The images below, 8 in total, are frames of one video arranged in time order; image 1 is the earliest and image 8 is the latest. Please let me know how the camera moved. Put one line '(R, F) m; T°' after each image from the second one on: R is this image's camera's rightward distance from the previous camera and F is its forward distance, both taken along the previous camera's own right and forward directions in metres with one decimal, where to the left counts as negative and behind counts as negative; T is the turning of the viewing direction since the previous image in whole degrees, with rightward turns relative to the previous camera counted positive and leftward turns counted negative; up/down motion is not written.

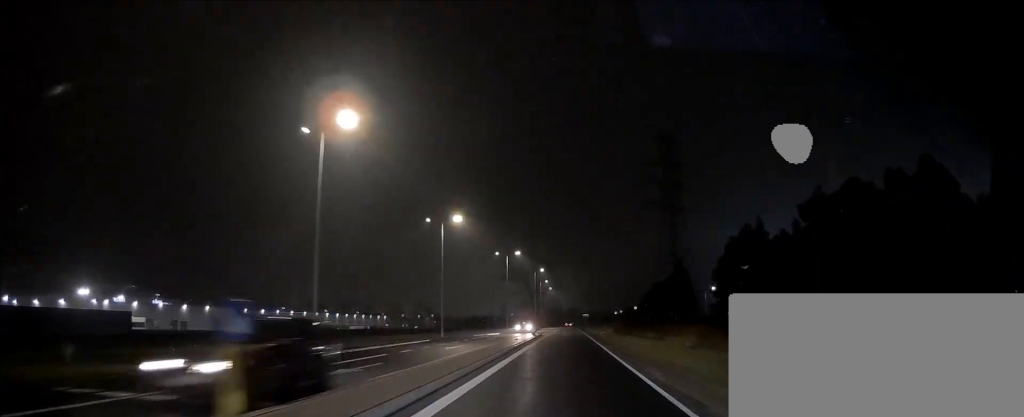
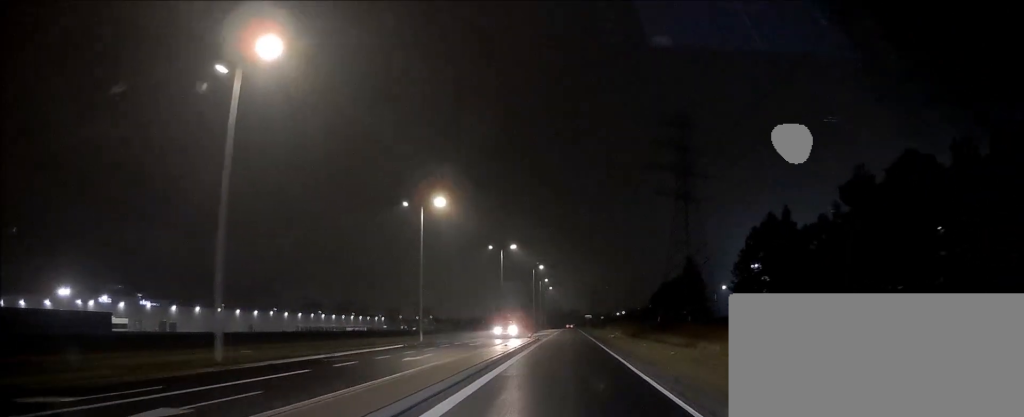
(0.0, +8.2) m; 0°
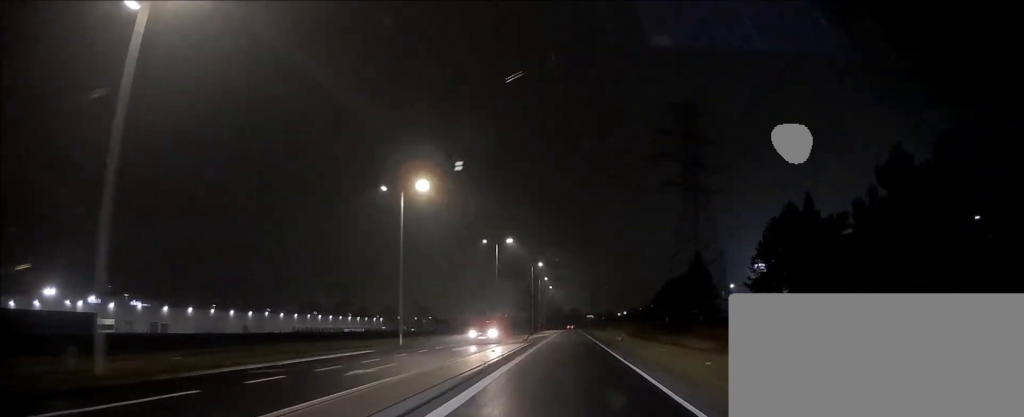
(0.0, +5.8) m; 0°
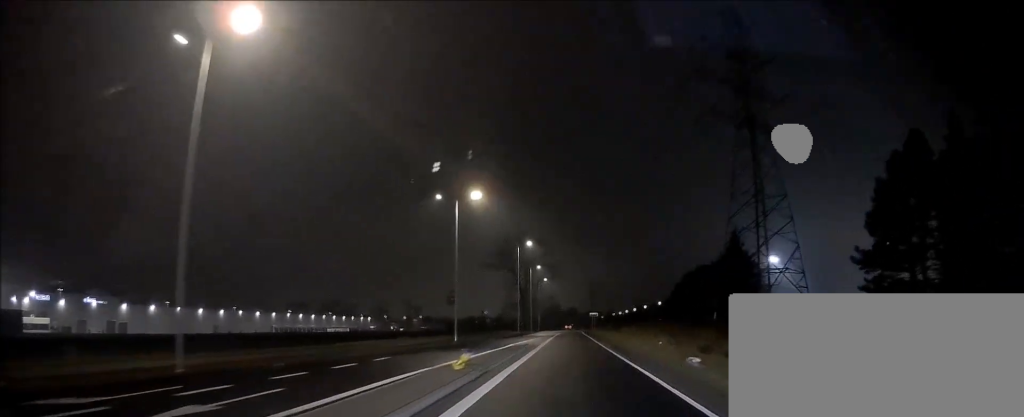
(-0.4, +23.5) m; -2°
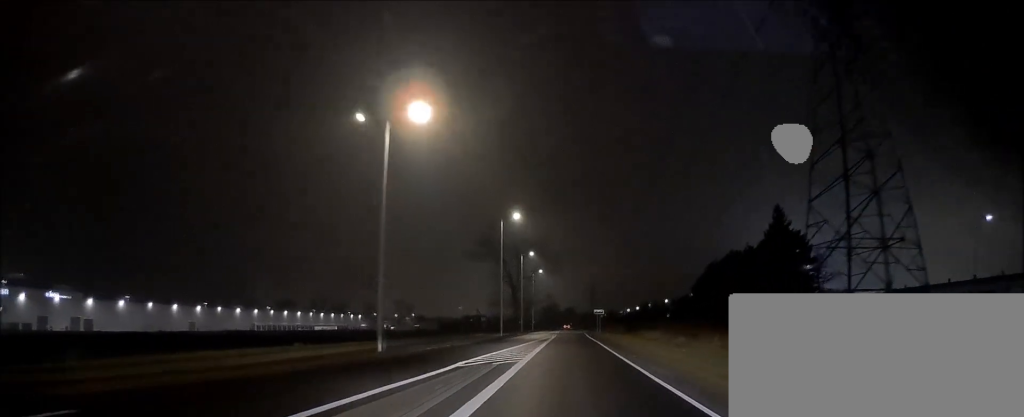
(+0.1, +17.3) m; +1°
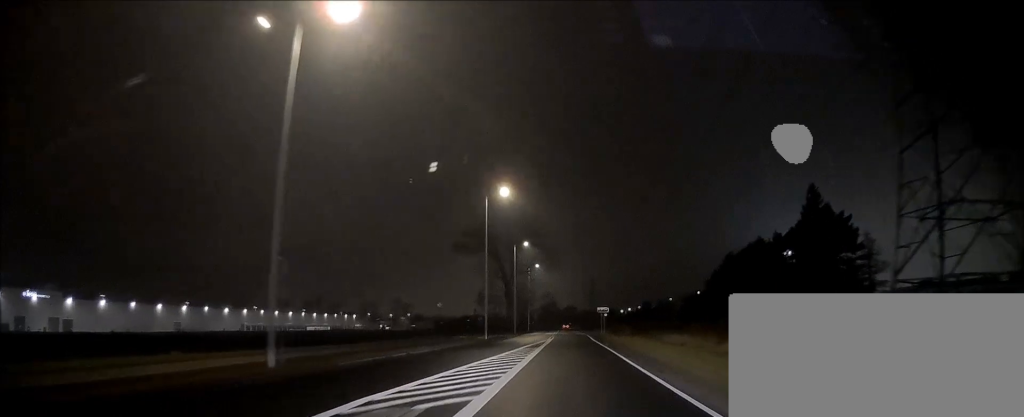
(+0.1, +9.6) m; 0°
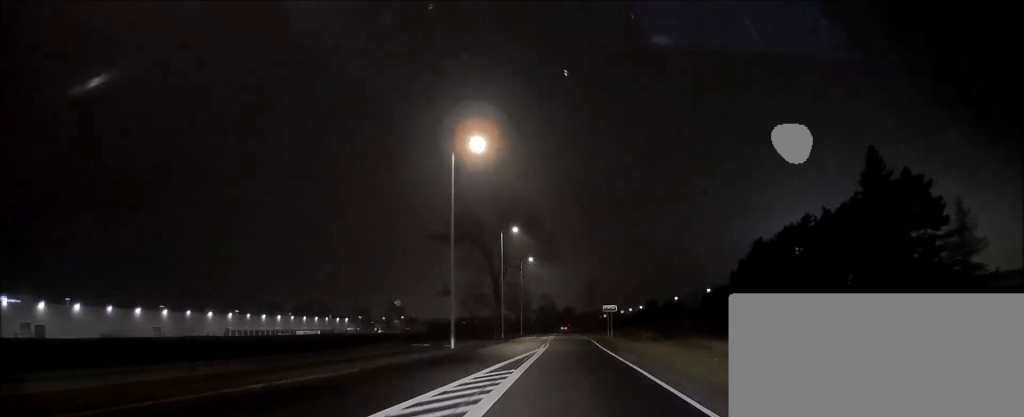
(-0.1, +12.1) m; -1°
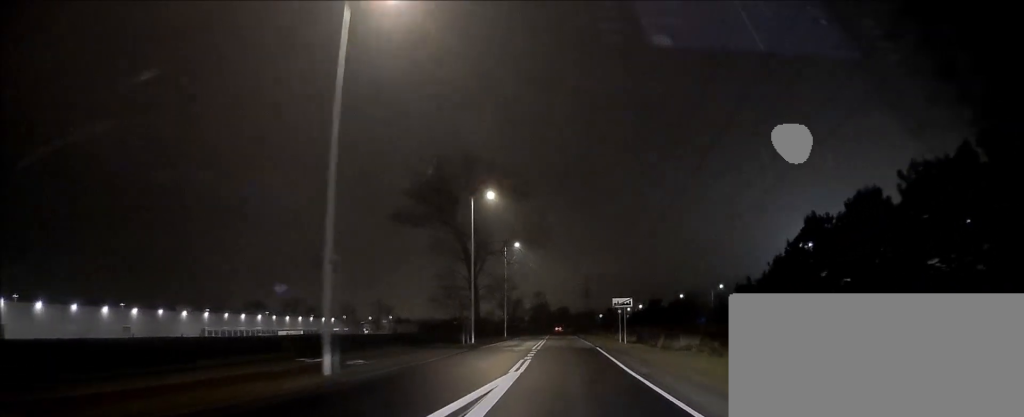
(-0.1, +15.5) m; +2°
